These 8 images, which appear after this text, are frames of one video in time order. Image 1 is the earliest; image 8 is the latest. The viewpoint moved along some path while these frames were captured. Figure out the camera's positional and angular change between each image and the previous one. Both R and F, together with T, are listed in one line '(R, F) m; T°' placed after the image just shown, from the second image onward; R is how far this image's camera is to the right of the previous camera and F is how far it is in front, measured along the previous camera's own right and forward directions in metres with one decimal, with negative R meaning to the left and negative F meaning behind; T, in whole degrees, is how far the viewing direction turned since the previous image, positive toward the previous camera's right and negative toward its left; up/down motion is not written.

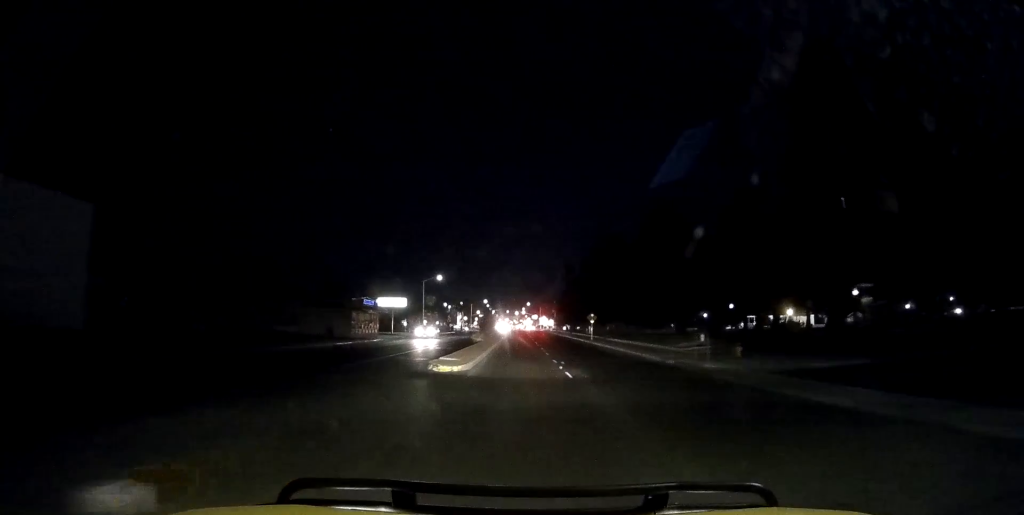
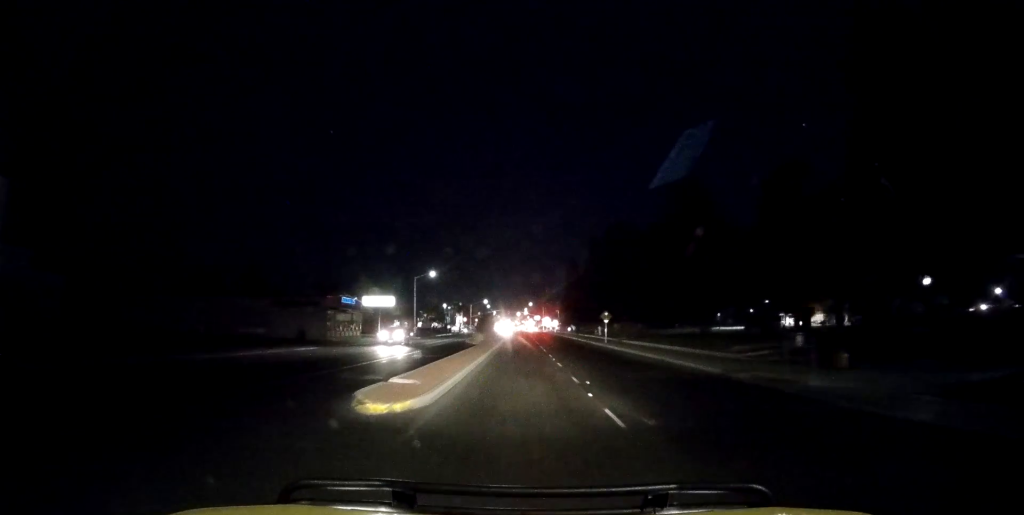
(-0.5, +9.1) m; 0°
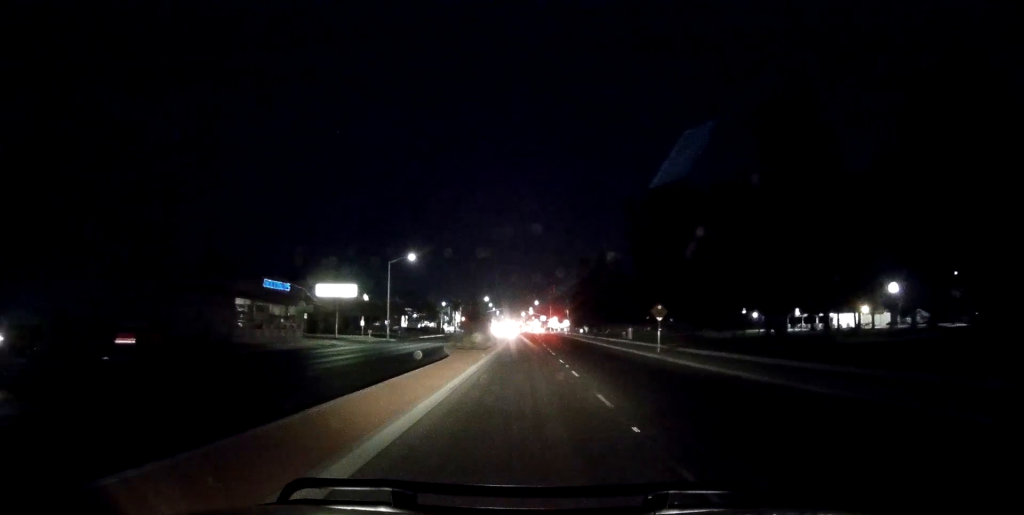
(+0.4, +19.4) m; 0°
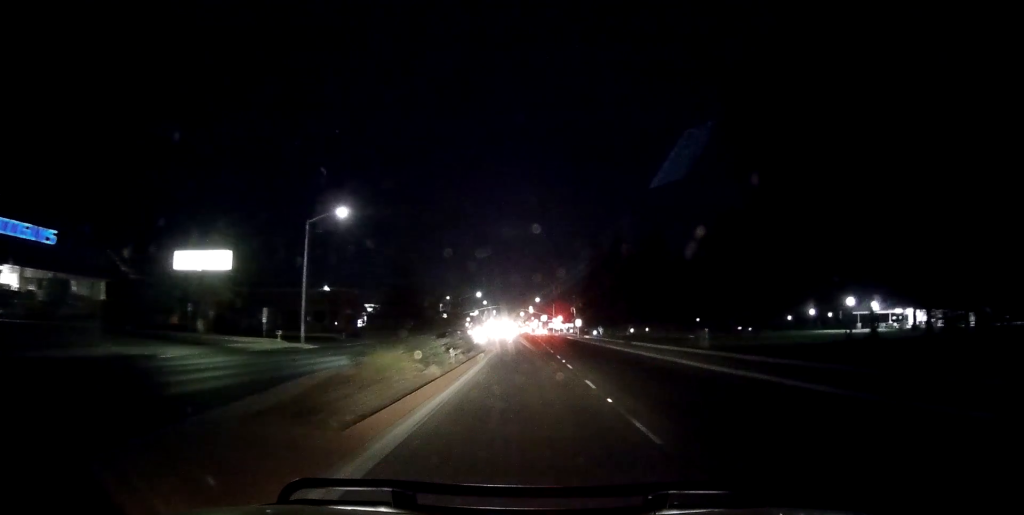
(0.0, +24.9) m; 0°
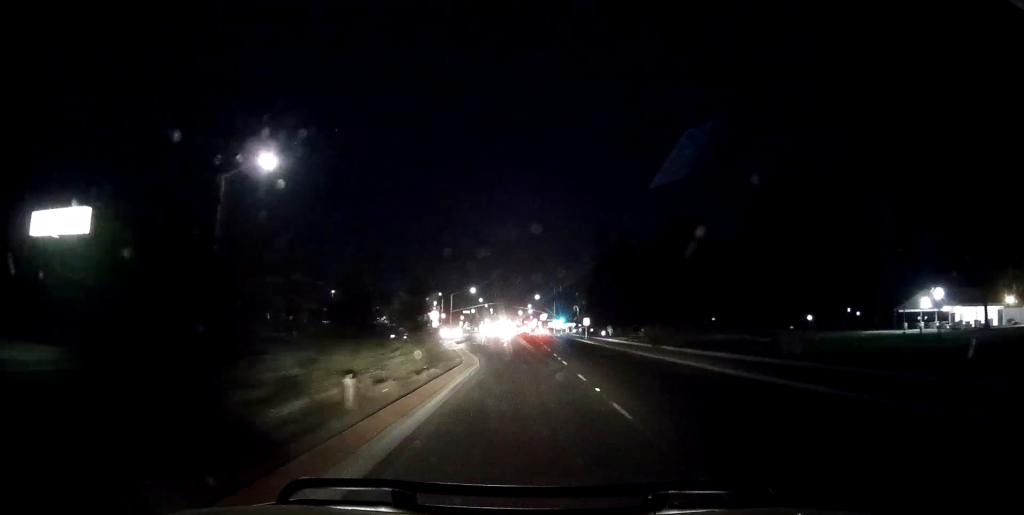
(-0.5, +12.1) m; 0°
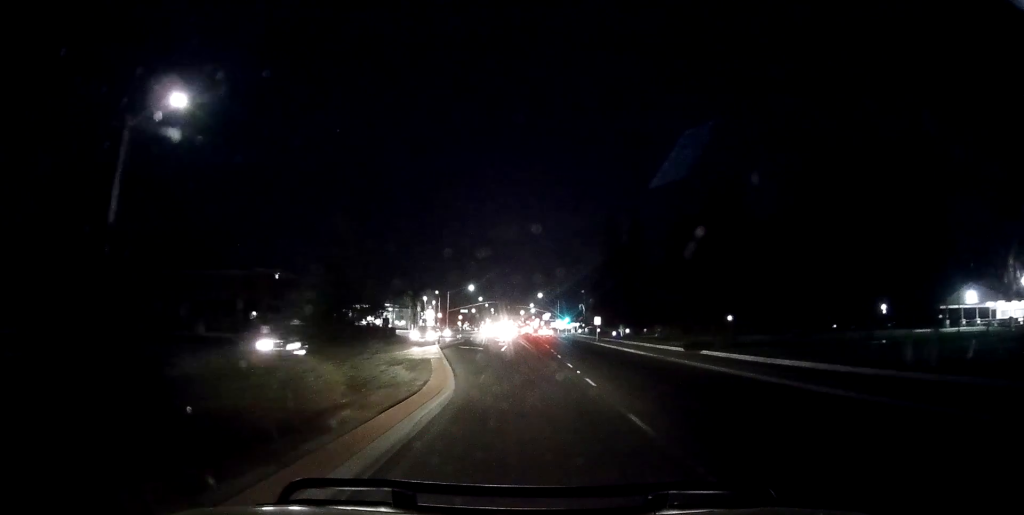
(+0.4, +8.4) m; +1°
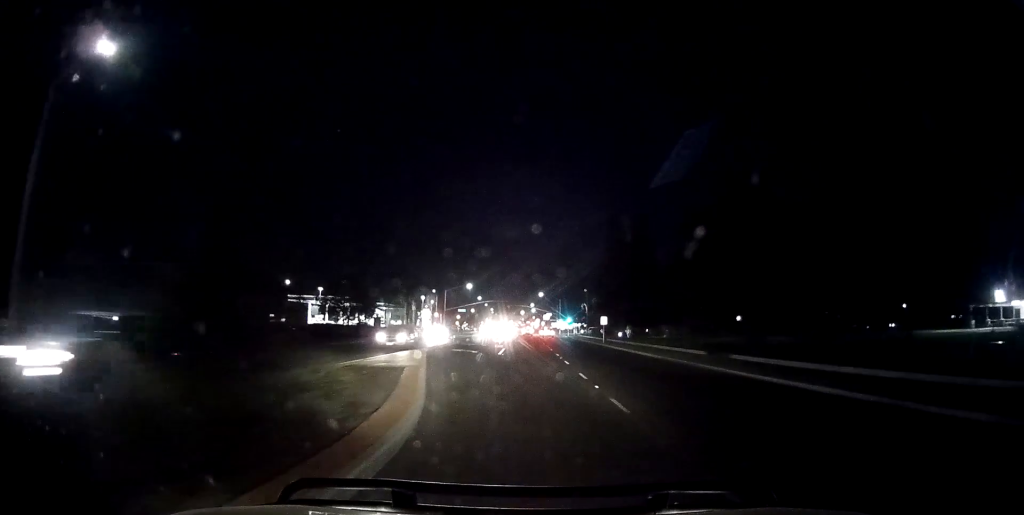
(0.0, +4.8) m; 0°
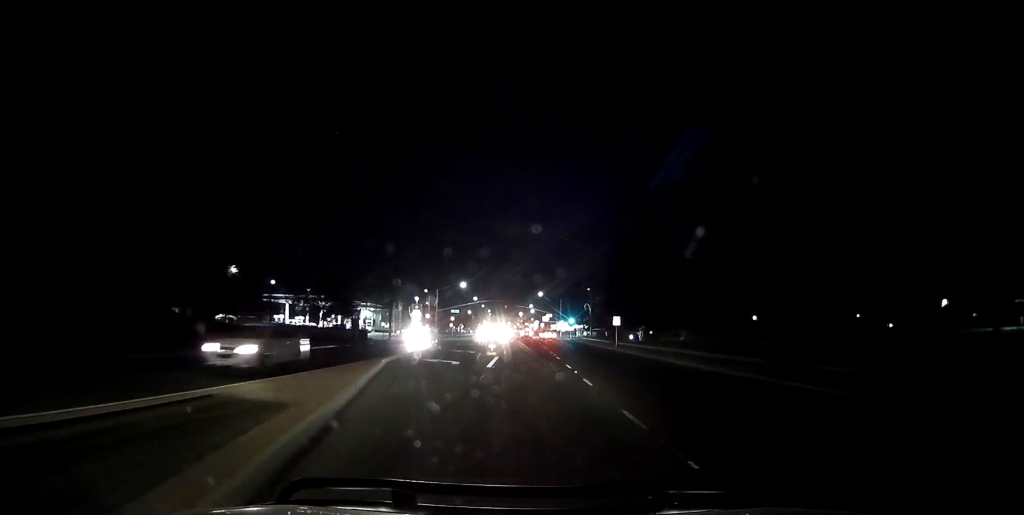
(-0.2, +8.6) m; -1°
